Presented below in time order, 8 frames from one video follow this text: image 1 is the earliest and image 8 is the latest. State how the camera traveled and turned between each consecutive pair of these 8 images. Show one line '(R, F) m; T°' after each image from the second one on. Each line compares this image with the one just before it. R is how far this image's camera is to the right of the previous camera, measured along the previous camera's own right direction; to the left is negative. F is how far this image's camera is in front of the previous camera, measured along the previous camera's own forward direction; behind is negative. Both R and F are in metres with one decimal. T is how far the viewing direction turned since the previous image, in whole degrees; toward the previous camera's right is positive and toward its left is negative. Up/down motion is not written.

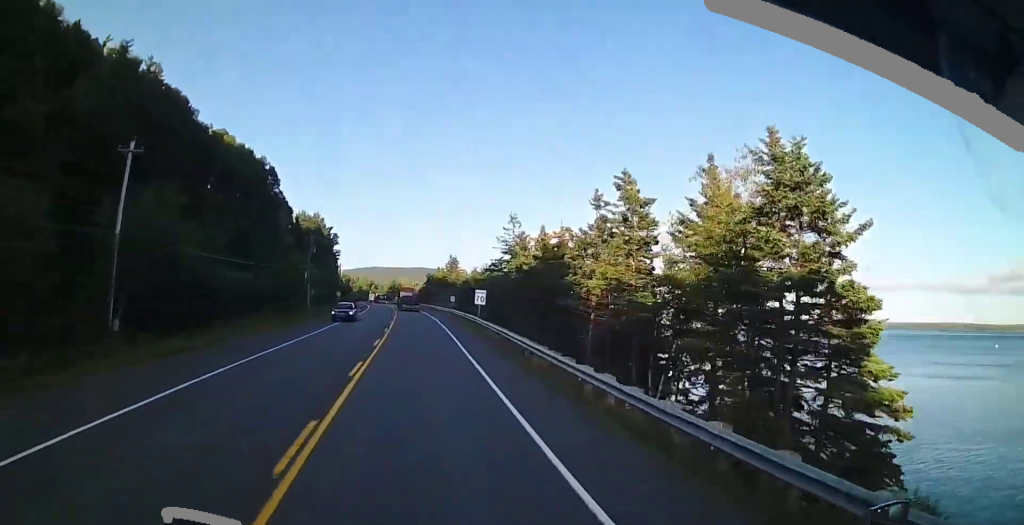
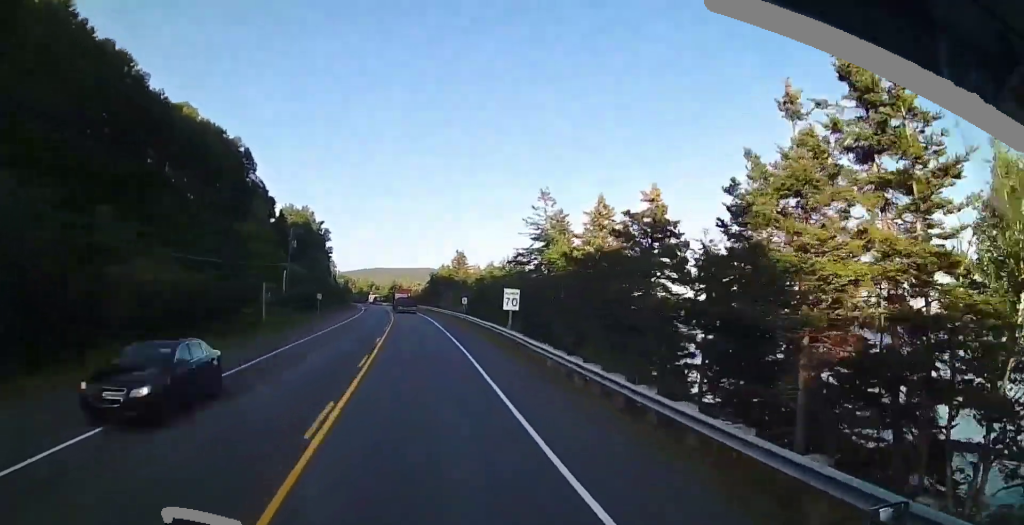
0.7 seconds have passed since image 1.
(+0.1, +15.7) m; -1°
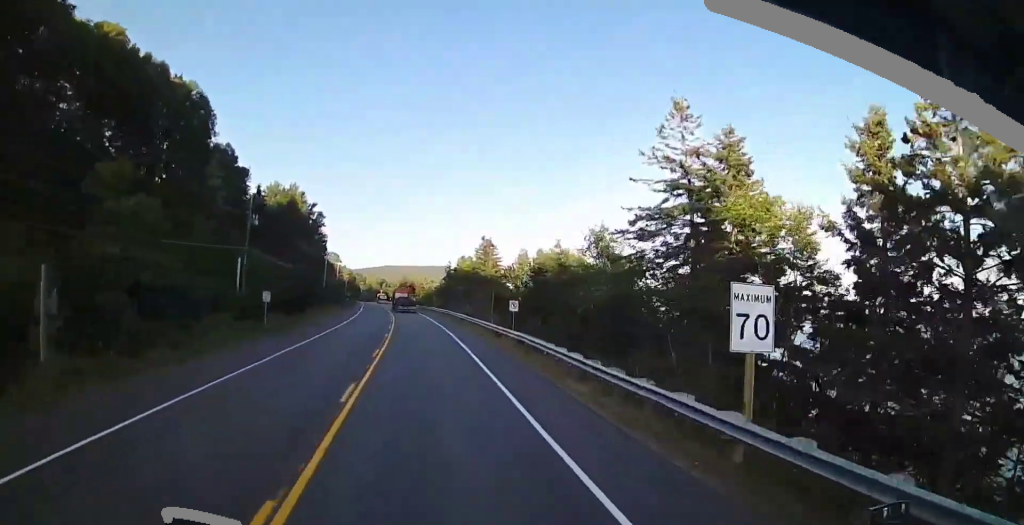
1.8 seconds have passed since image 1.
(-0.7, +24.1) m; -2°
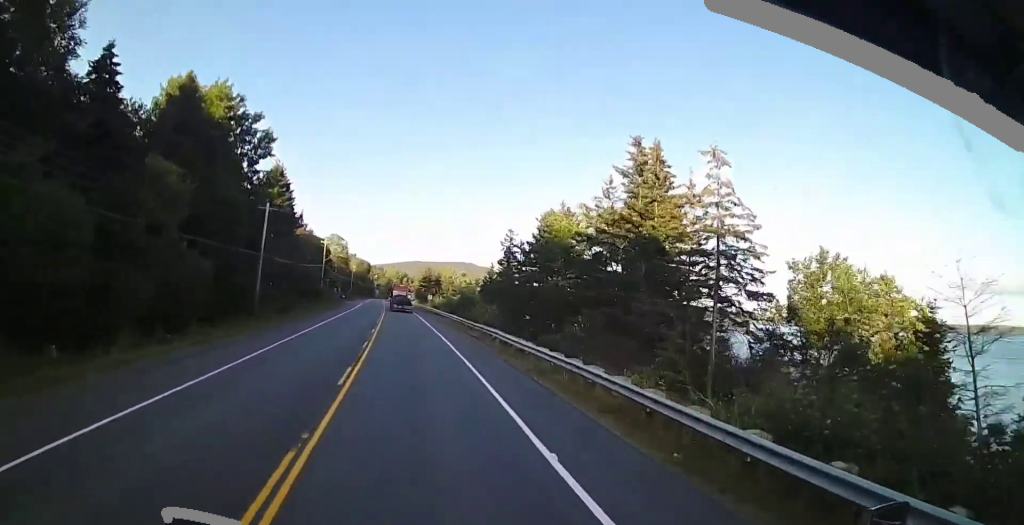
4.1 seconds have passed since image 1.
(-0.8, +51.9) m; -4°
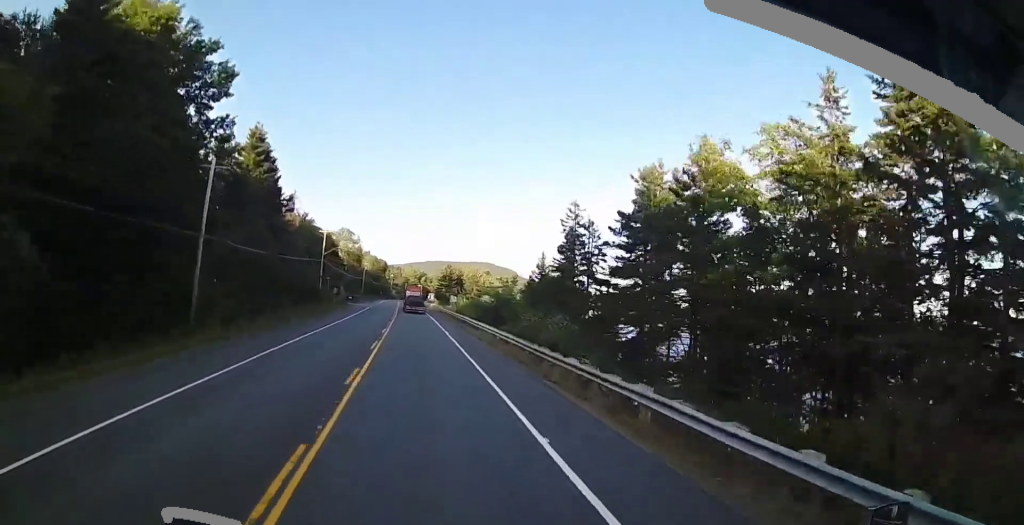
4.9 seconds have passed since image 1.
(-0.5, +18.0) m; -2°
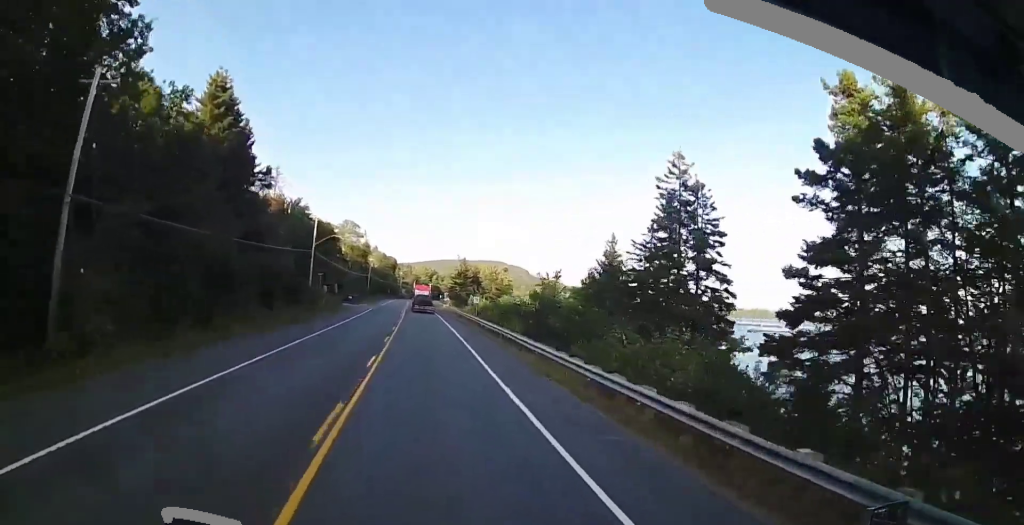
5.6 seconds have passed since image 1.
(0.0, +15.6) m; 0°
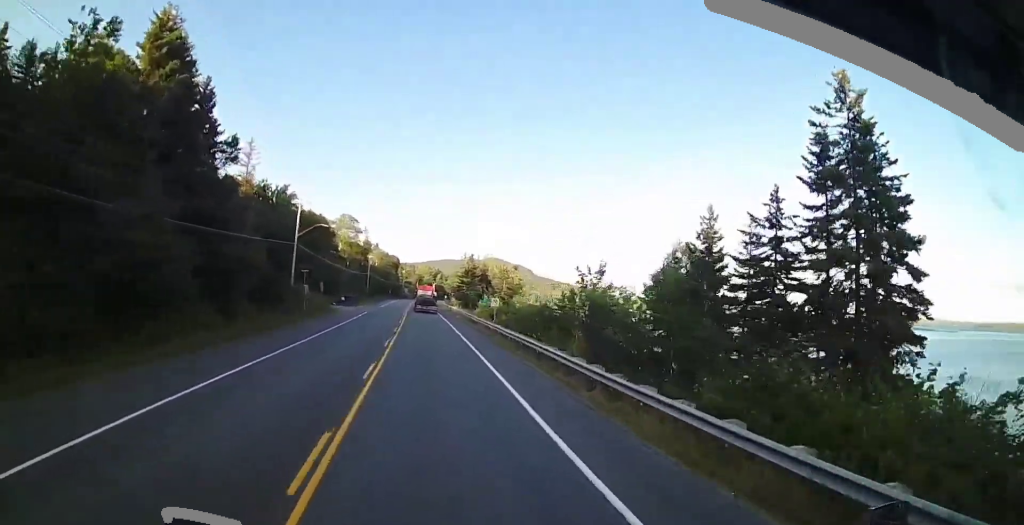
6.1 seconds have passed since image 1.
(0.0, +11.2) m; 0°
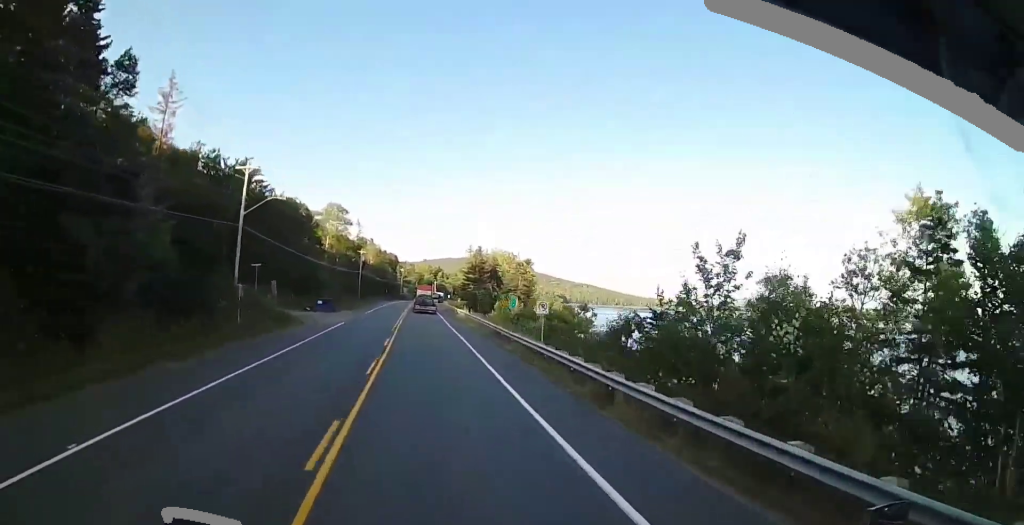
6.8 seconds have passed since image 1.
(0.0, +17.1) m; 0°
